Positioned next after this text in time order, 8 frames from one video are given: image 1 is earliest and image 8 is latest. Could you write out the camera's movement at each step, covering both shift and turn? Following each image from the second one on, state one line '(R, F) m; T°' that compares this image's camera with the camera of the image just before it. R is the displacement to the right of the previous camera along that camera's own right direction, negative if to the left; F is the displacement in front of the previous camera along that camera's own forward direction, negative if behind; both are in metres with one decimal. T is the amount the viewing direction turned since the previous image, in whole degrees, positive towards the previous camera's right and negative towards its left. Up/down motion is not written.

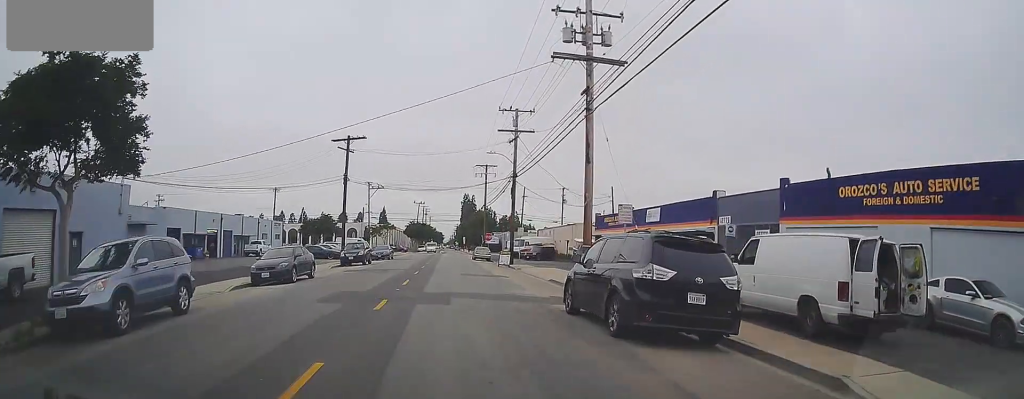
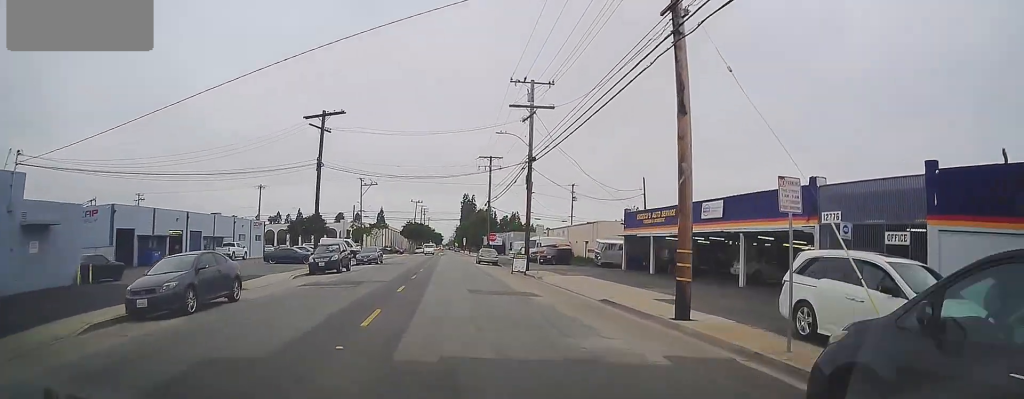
(0.0, +8.7) m; 0°
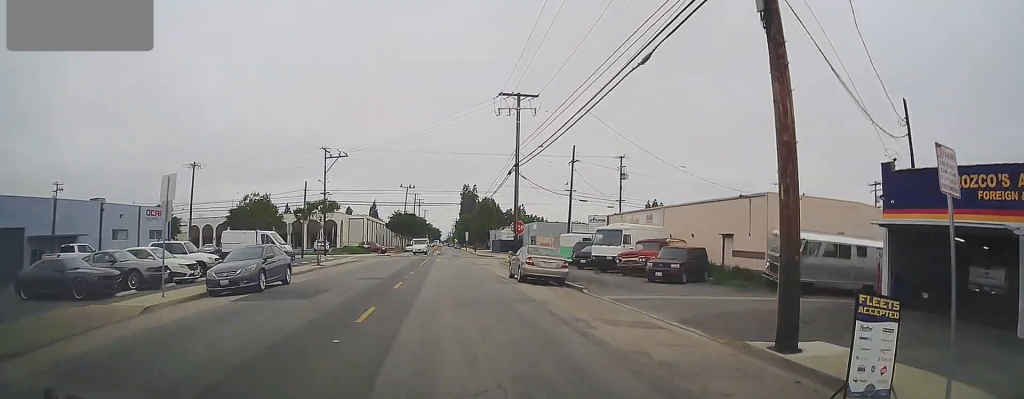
(-1.1, +28.9) m; -3°
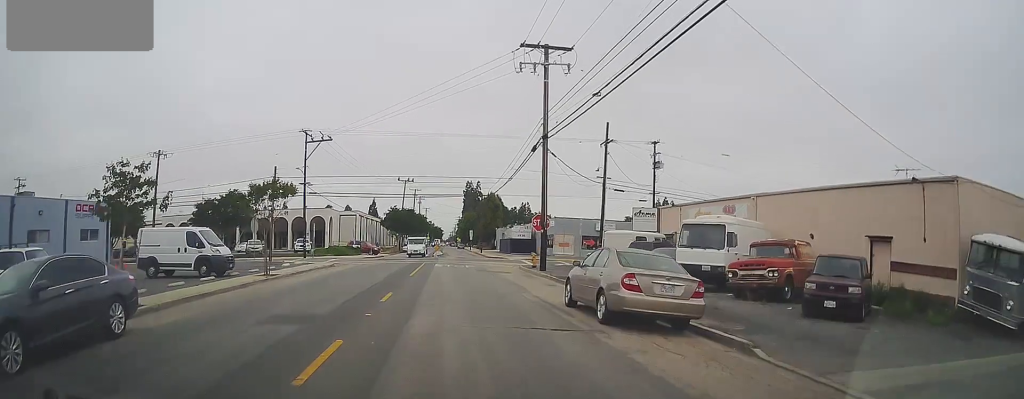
(+0.2, +11.2) m; +2°
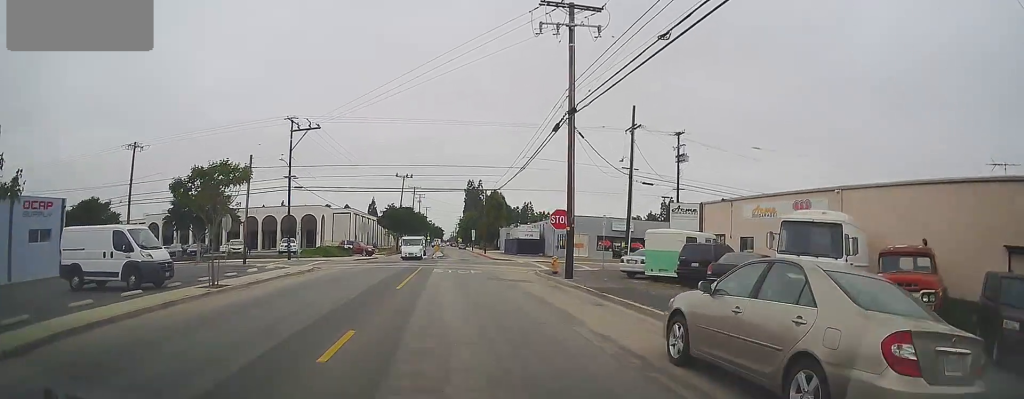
(+0.1, +6.5) m; +1°
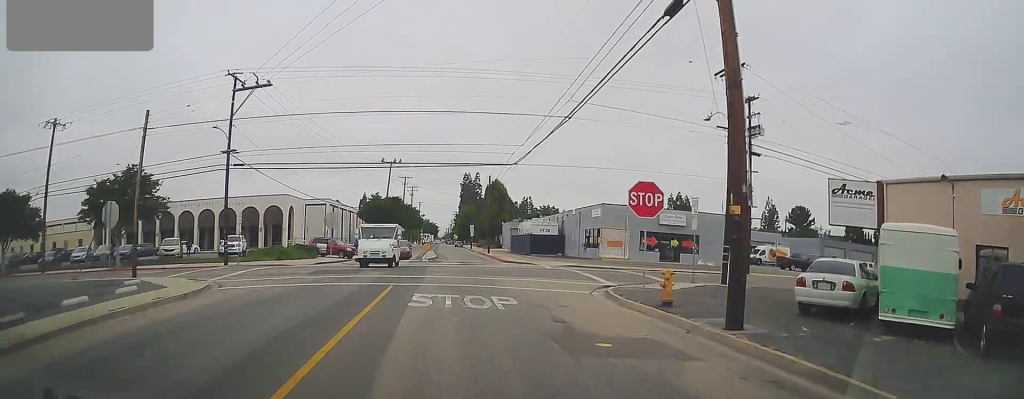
(0.0, +15.7) m; 0°
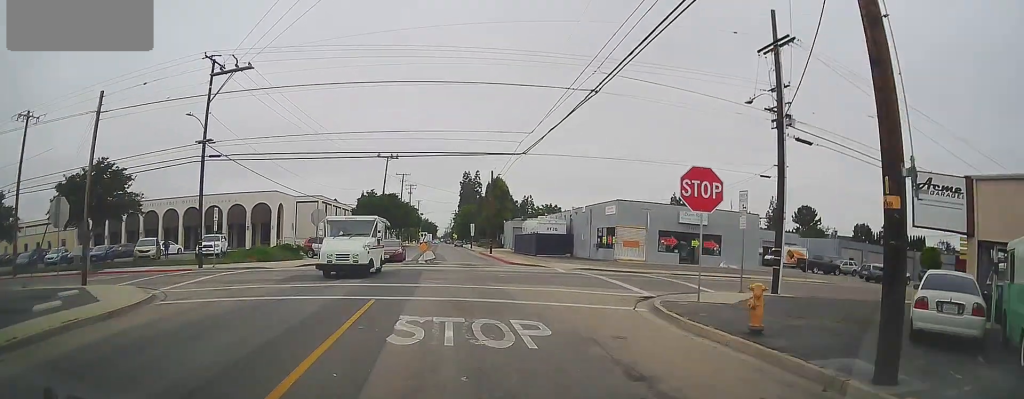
(0.0, +4.7) m; 0°
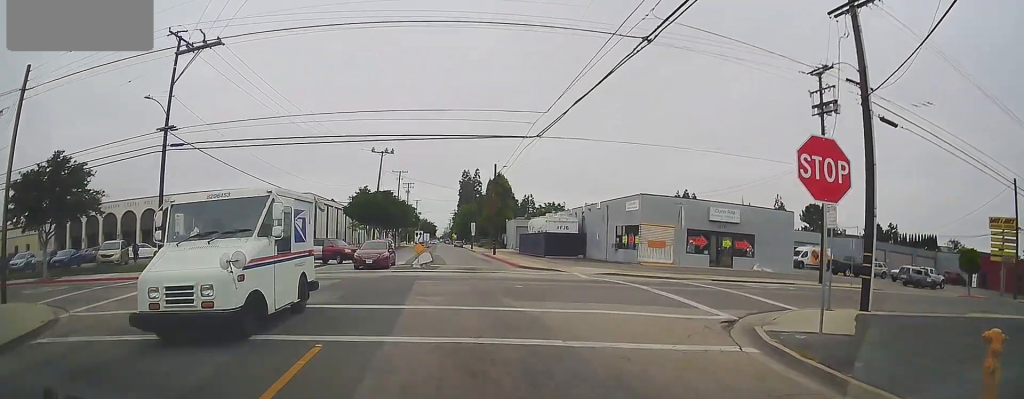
(0.0, +6.0) m; 0°
